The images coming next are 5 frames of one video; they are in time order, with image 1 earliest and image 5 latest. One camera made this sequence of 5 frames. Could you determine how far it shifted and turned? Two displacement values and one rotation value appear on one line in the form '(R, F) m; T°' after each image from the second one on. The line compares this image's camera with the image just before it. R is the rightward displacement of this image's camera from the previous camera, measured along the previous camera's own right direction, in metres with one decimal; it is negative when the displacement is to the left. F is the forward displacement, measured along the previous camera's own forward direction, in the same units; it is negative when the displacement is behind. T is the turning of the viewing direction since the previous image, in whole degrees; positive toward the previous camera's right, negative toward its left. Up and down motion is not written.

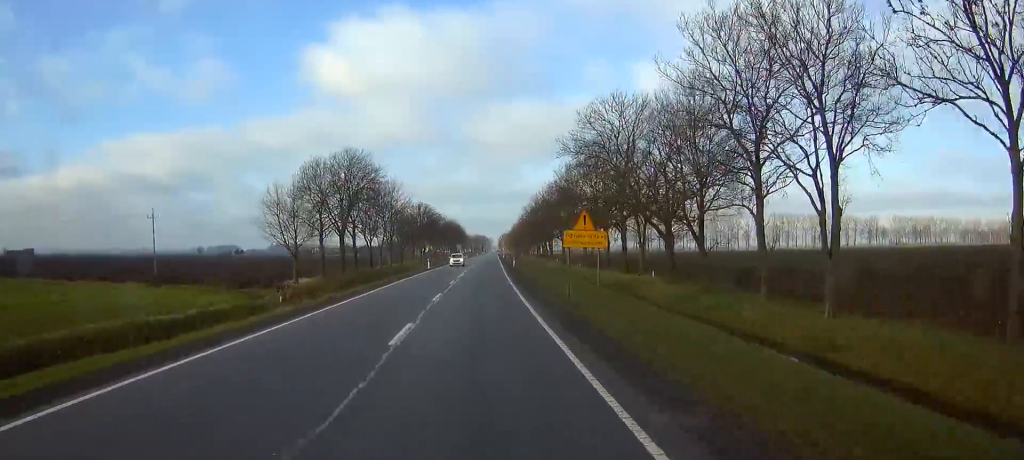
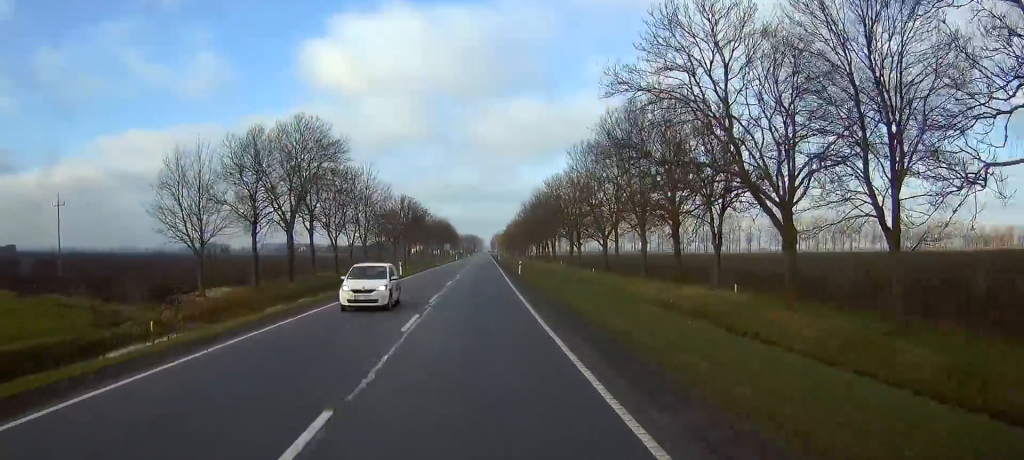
(-0.1, +21.2) m; 0°
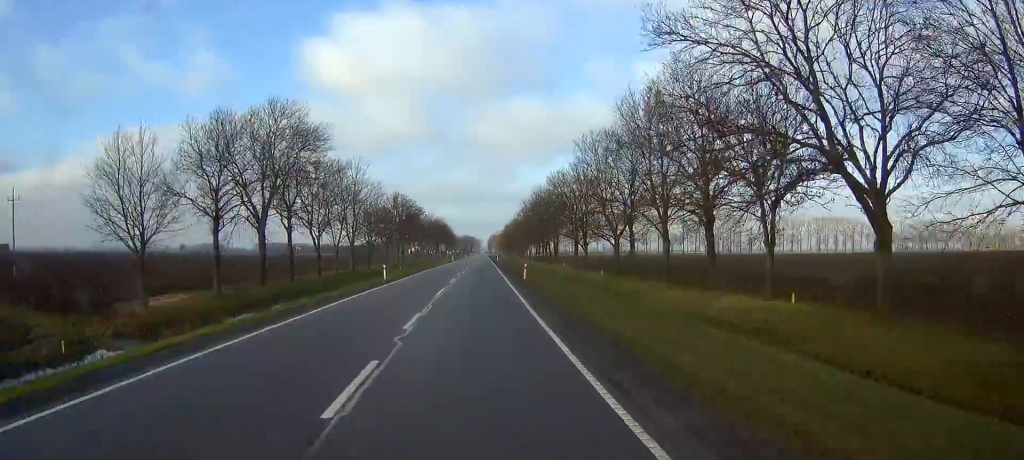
(0.0, +8.1) m; 0°
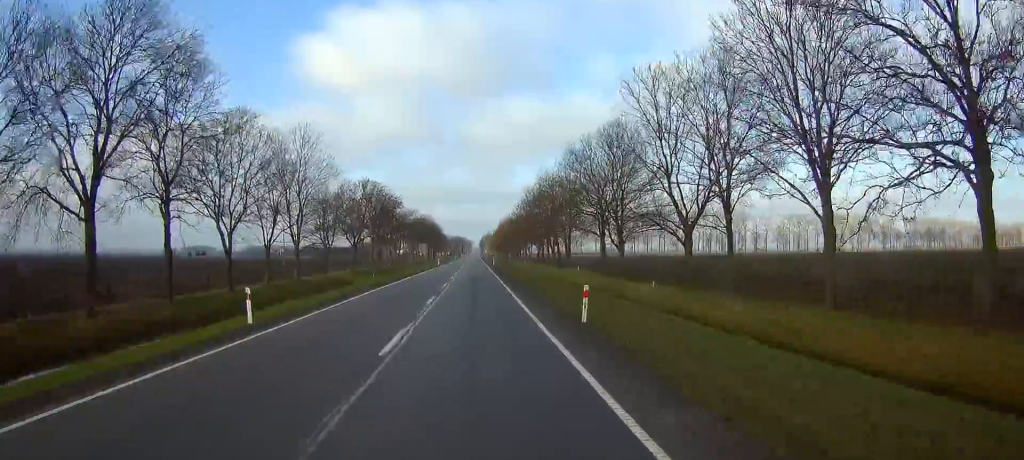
(+0.3, +26.9) m; 0°
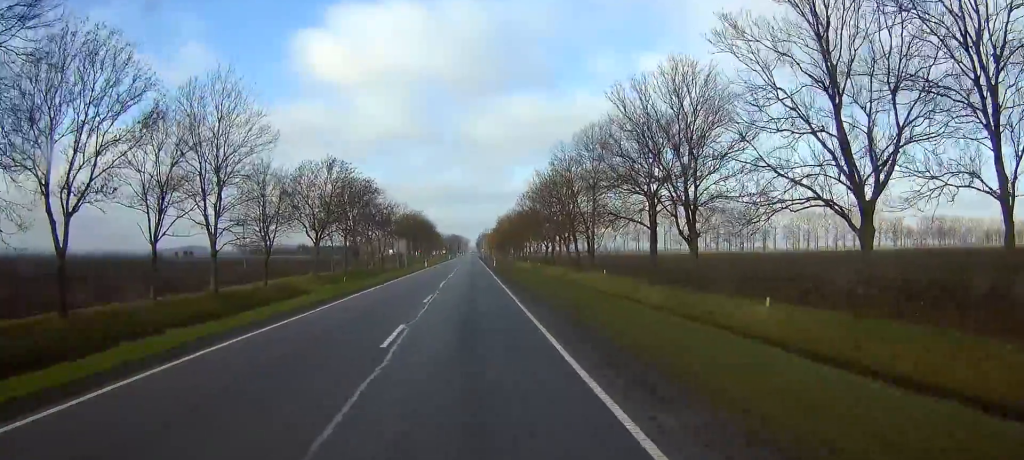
(+0.1, +22.5) m; 0°
